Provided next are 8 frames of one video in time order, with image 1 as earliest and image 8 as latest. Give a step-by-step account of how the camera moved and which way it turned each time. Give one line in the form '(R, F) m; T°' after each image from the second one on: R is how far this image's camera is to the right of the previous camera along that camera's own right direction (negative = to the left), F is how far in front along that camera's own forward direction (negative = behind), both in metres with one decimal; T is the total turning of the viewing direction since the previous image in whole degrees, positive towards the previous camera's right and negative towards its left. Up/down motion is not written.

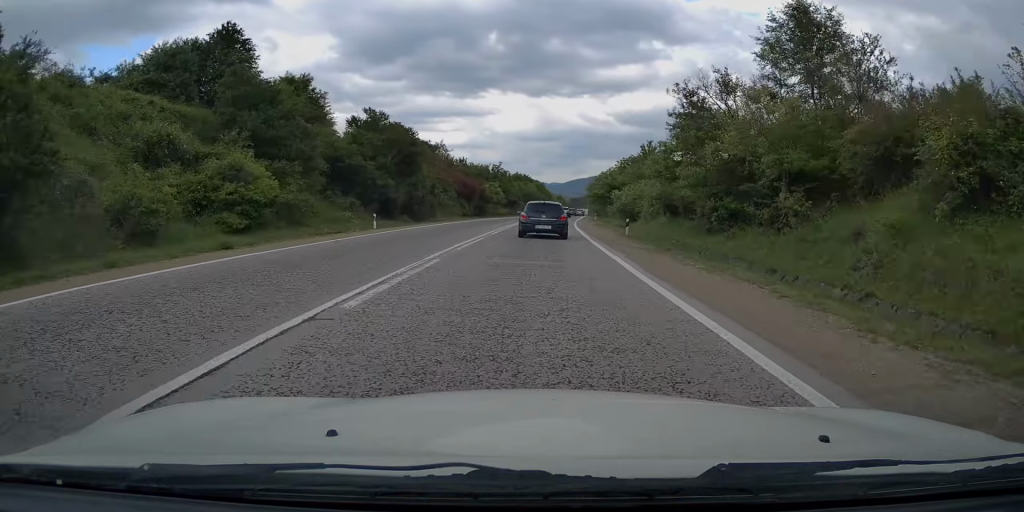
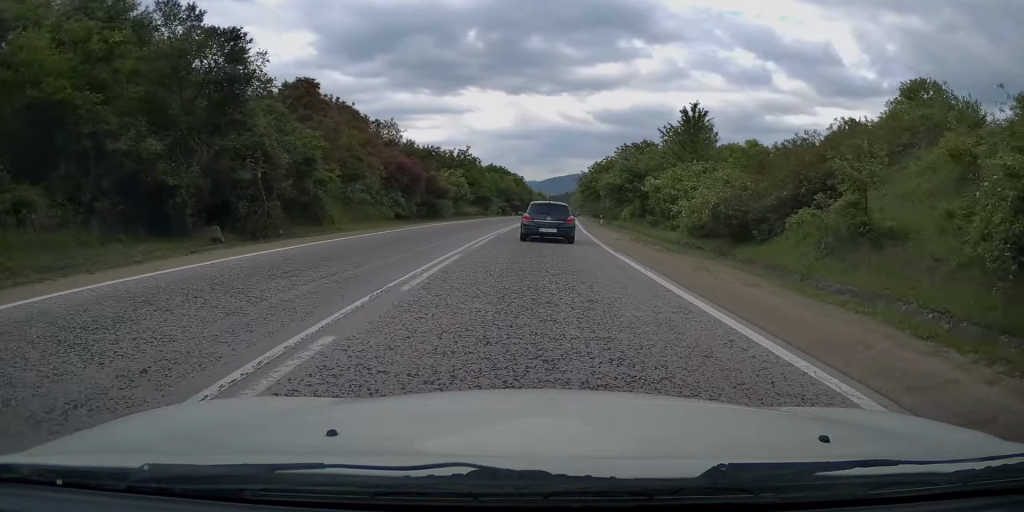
(+0.3, +25.2) m; +1°
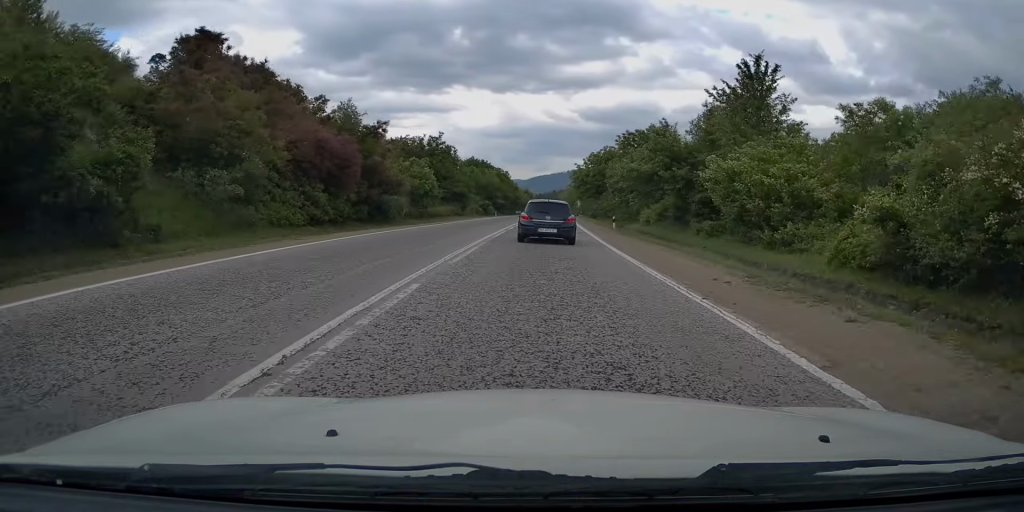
(+0.1, +14.5) m; +1°
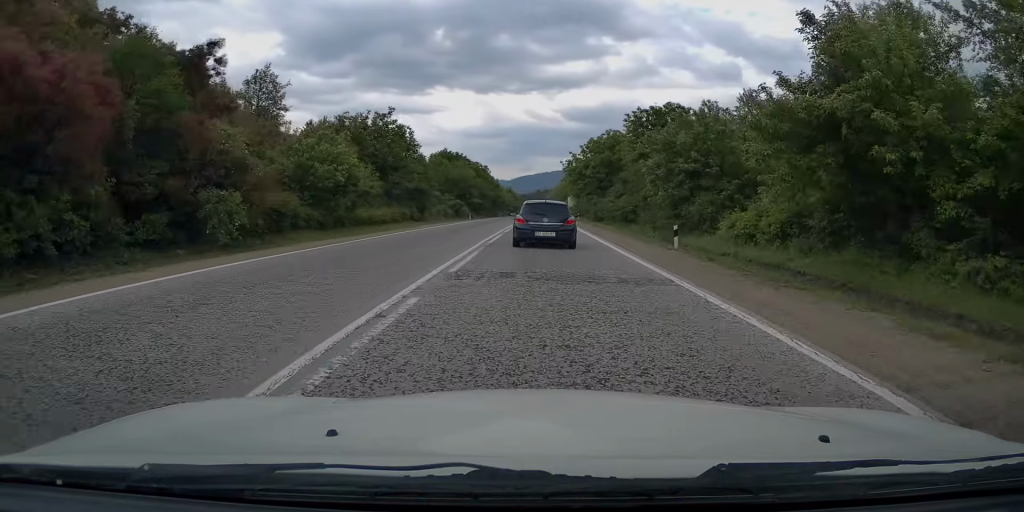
(0.0, +19.0) m; +1°
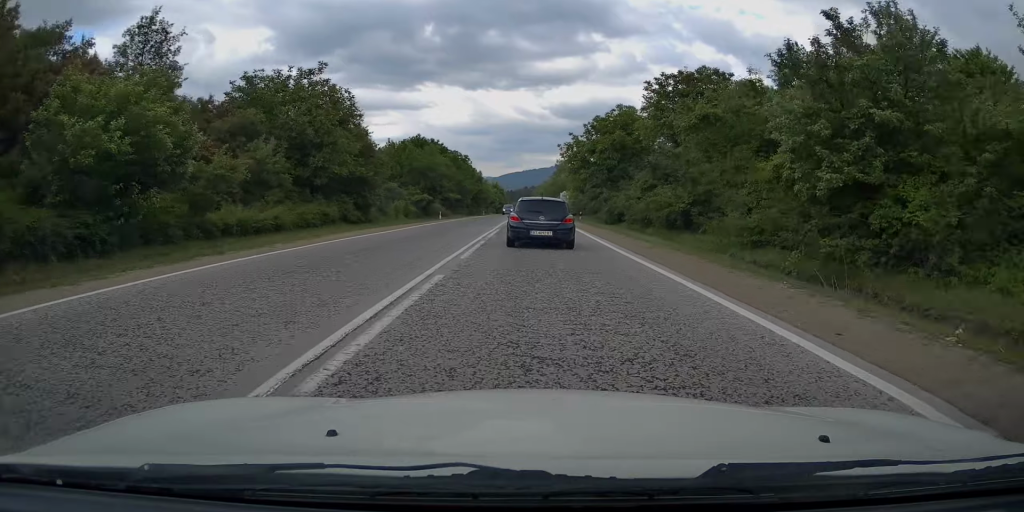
(+0.4, +15.8) m; +2°
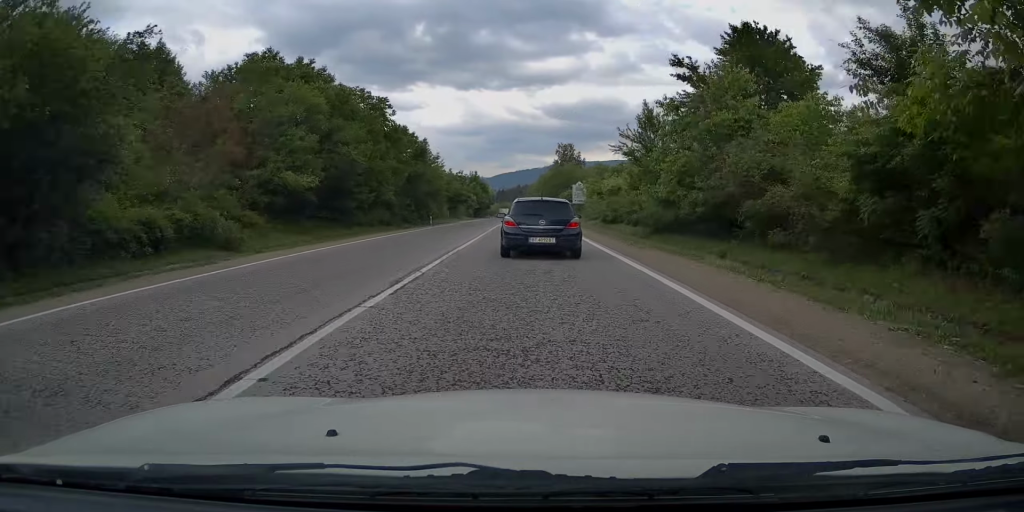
(+0.7, +50.5) m; +1°
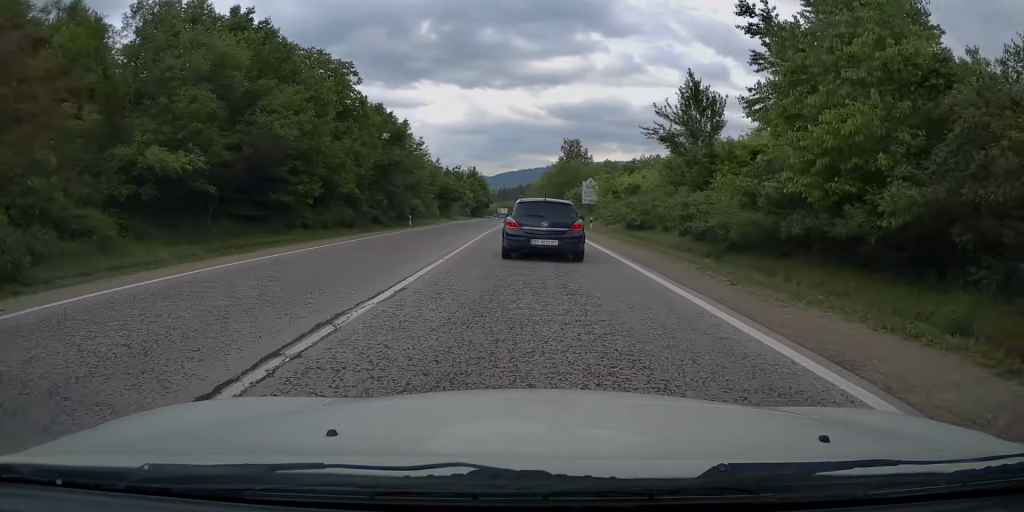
(+0.1, +10.3) m; 0°
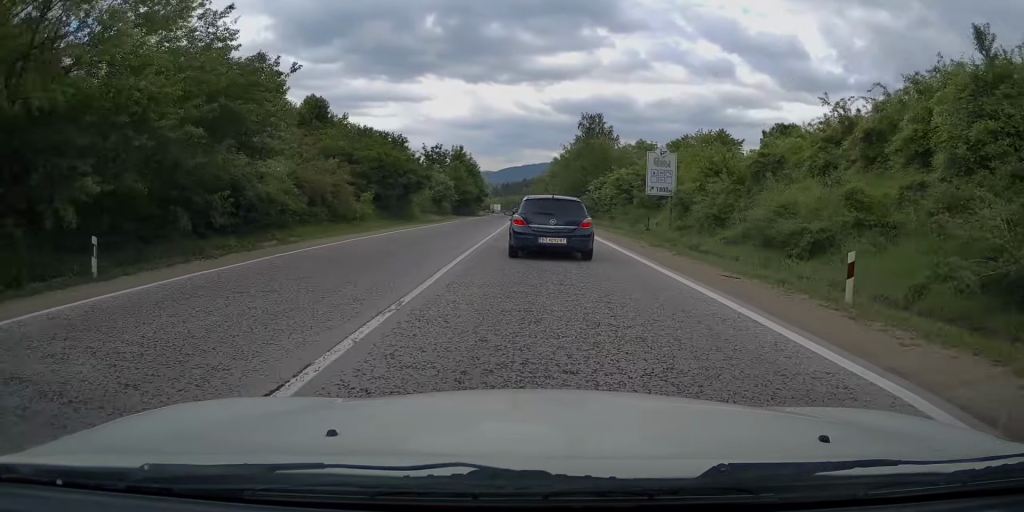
(-0.5, +32.7) m; 0°
